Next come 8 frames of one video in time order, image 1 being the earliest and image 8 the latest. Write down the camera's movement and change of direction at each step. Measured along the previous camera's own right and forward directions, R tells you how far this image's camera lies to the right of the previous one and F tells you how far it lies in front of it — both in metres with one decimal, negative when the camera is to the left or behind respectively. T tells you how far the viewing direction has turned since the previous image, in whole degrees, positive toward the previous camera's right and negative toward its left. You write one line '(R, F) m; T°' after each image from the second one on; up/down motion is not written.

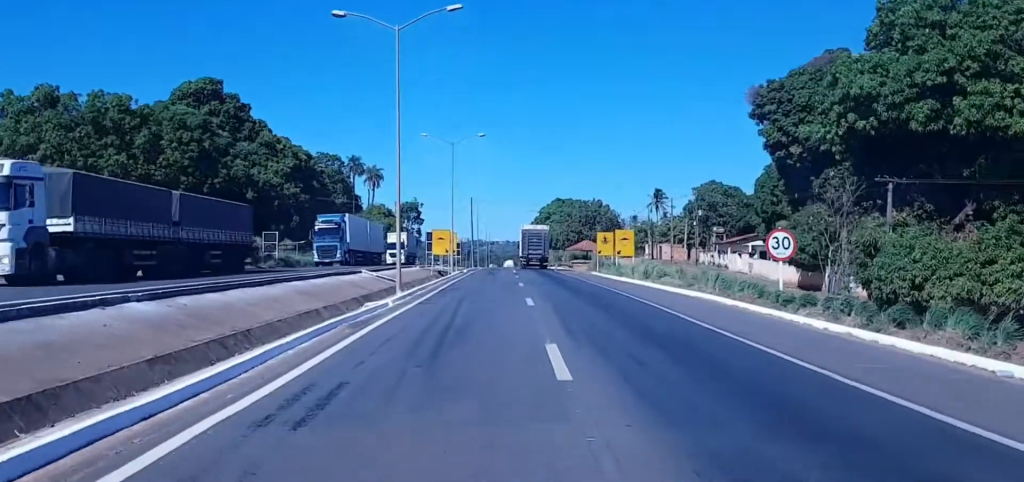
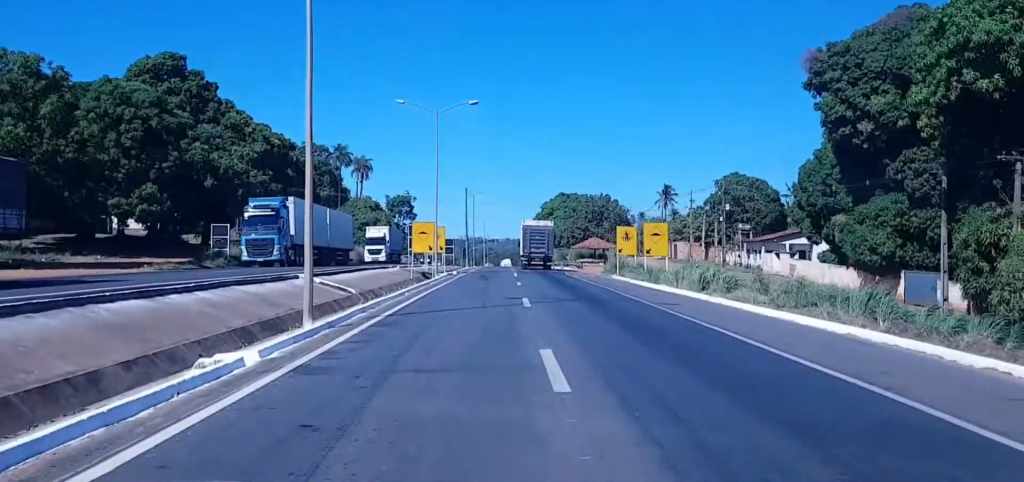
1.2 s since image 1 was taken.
(+0.2, +17.6) m; +1°
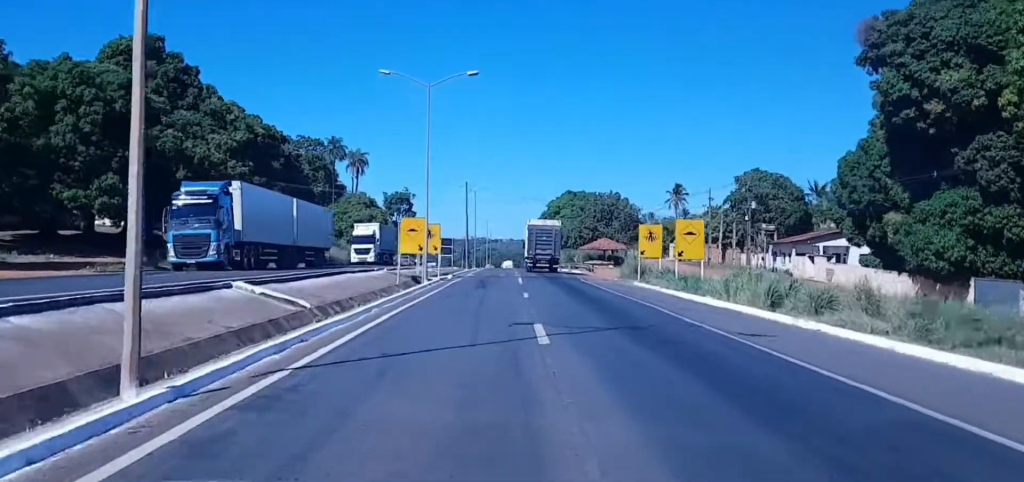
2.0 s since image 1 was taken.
(0.0, +9.9) m; 0°
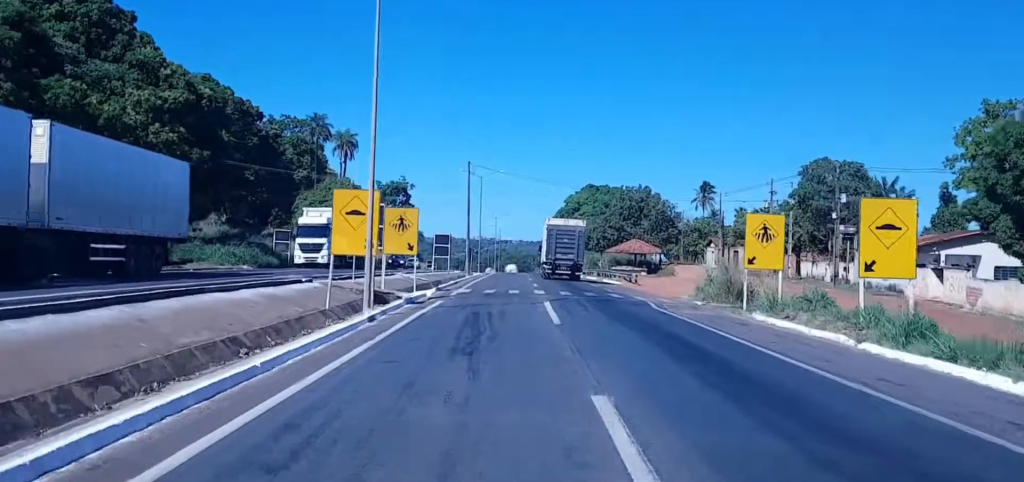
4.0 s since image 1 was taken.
(+0.4, +25.5) m; +3°
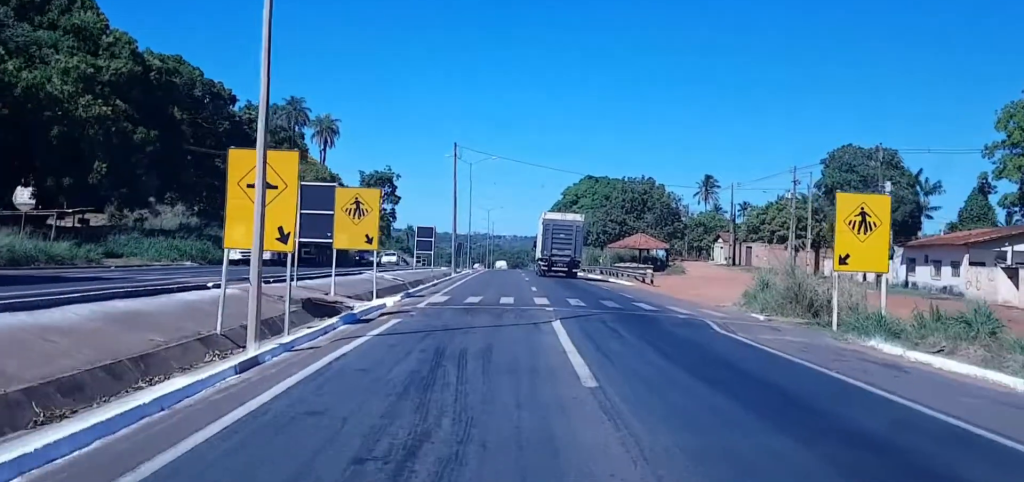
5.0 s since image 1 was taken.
(0.0, +10.9) m; -2°
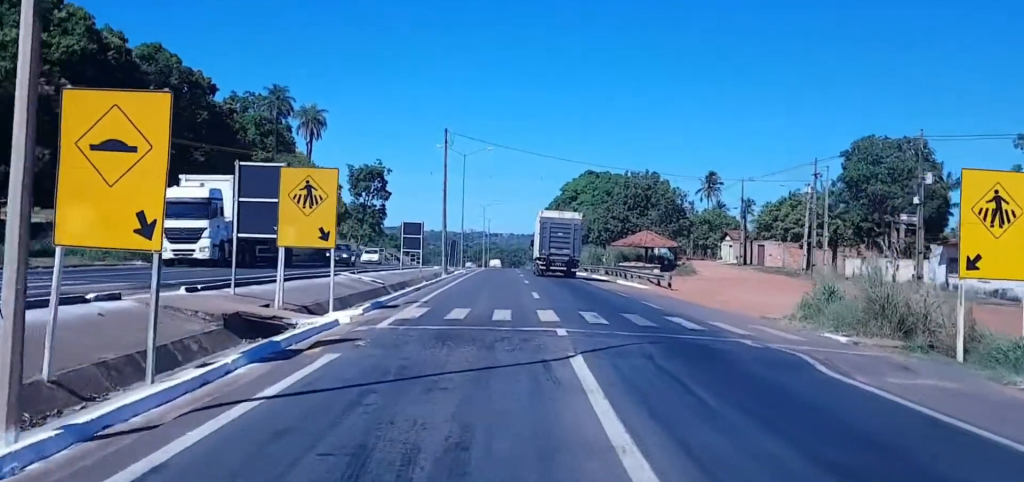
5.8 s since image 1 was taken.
(-0.4, +7.5) m; -2°
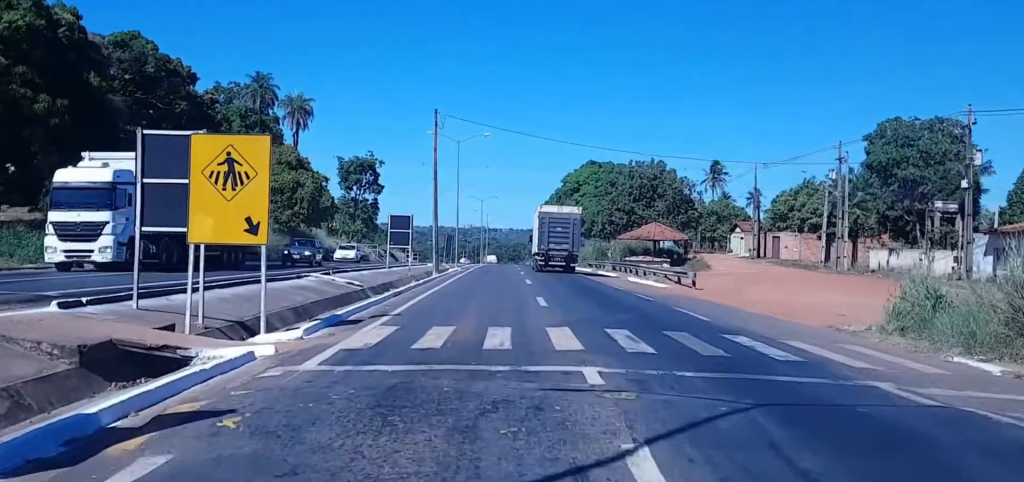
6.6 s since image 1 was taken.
(+0.2, +7.0) m; -1°
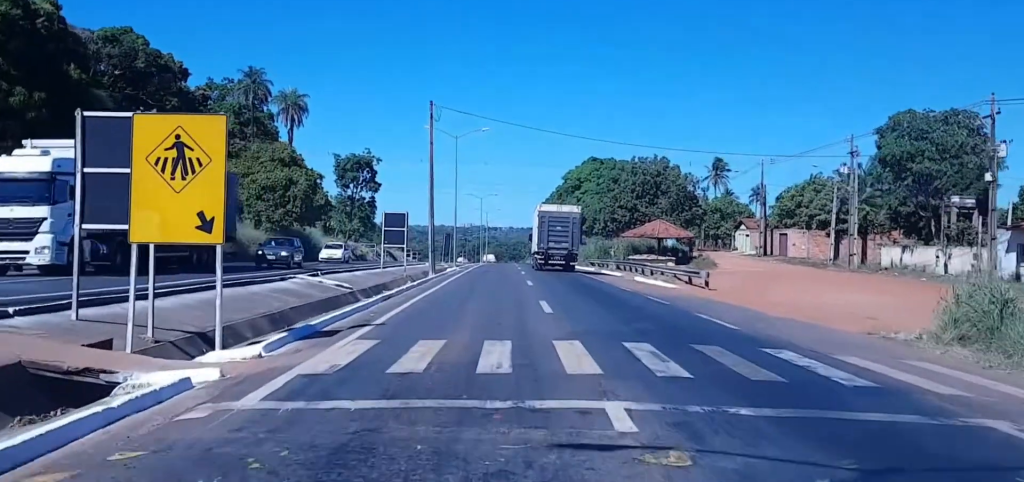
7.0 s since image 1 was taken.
(-0.2, +2.5) m; +1°
